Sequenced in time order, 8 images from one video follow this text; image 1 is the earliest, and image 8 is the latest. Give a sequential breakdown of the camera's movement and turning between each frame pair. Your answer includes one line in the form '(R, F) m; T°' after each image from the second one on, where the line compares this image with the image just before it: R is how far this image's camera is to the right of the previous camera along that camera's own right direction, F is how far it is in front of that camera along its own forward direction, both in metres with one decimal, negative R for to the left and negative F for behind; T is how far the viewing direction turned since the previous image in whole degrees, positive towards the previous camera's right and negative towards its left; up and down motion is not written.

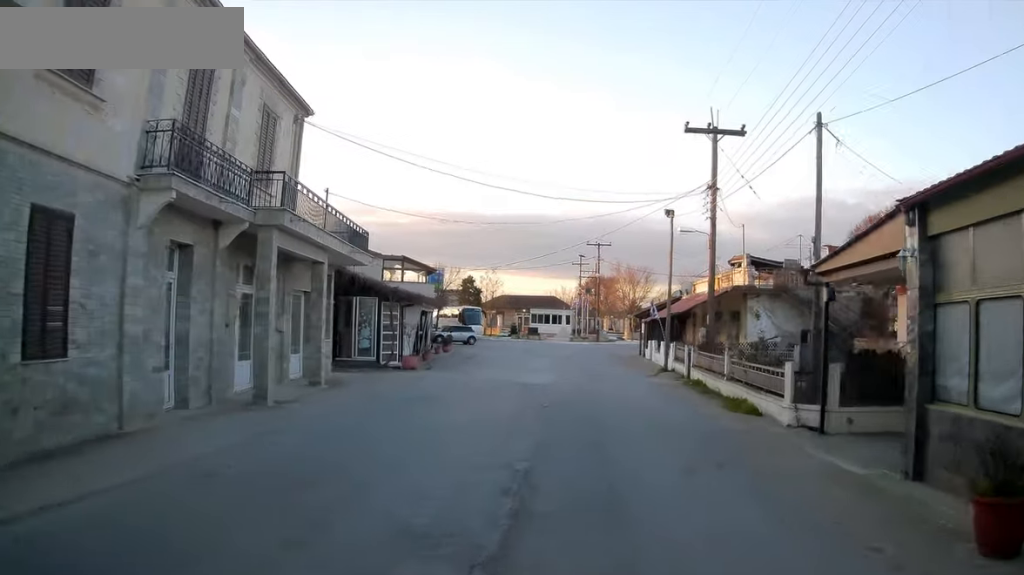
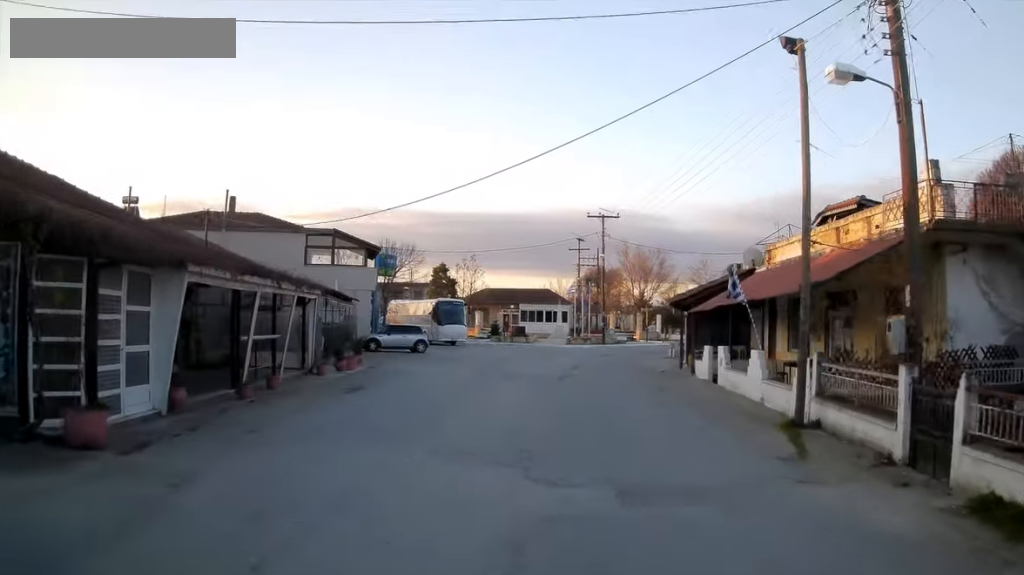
(+0.1, +17.1) m; +1°
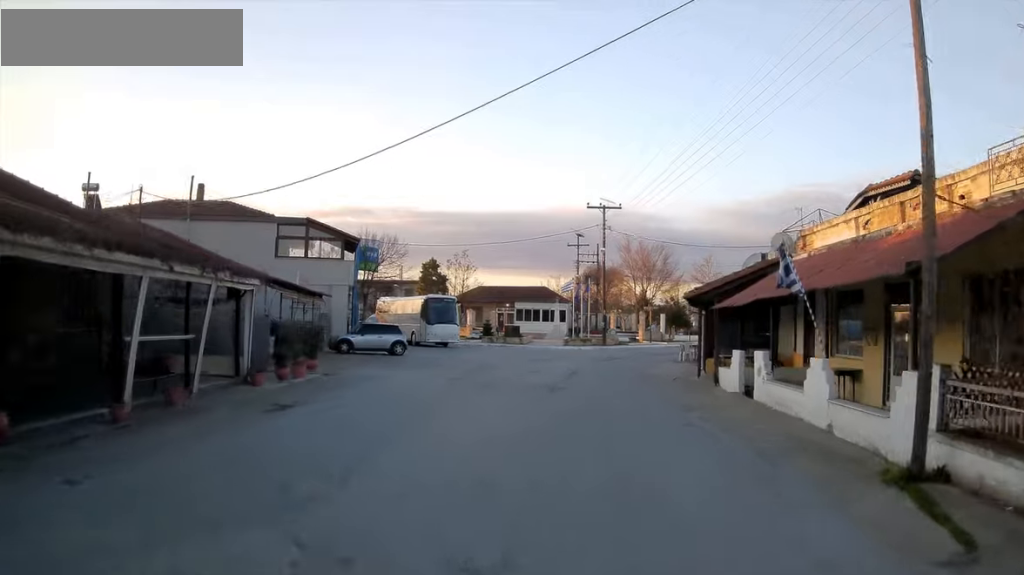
(0.0, +4.1) m; 0°
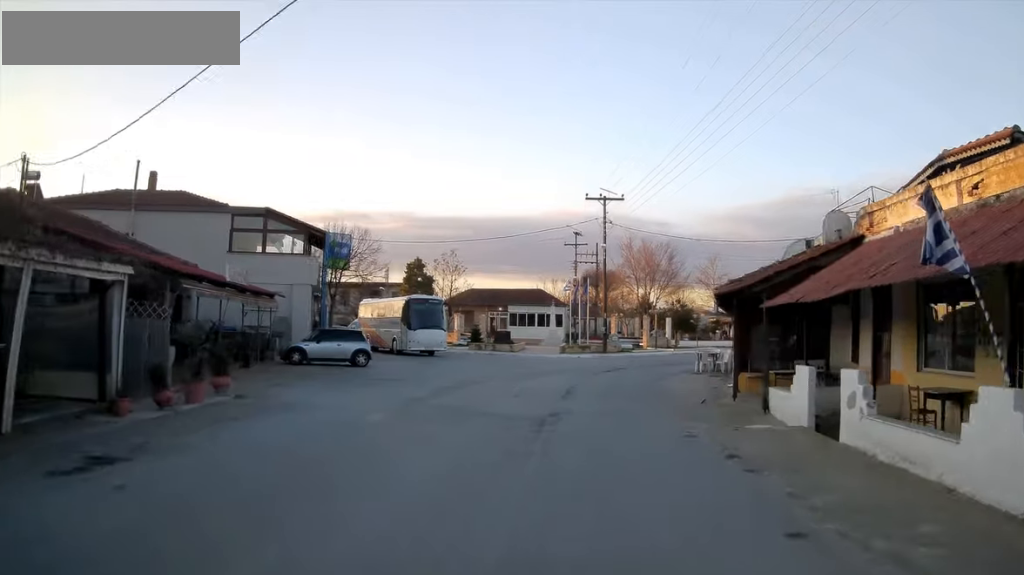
(-0.1, +5.2) m; +1°
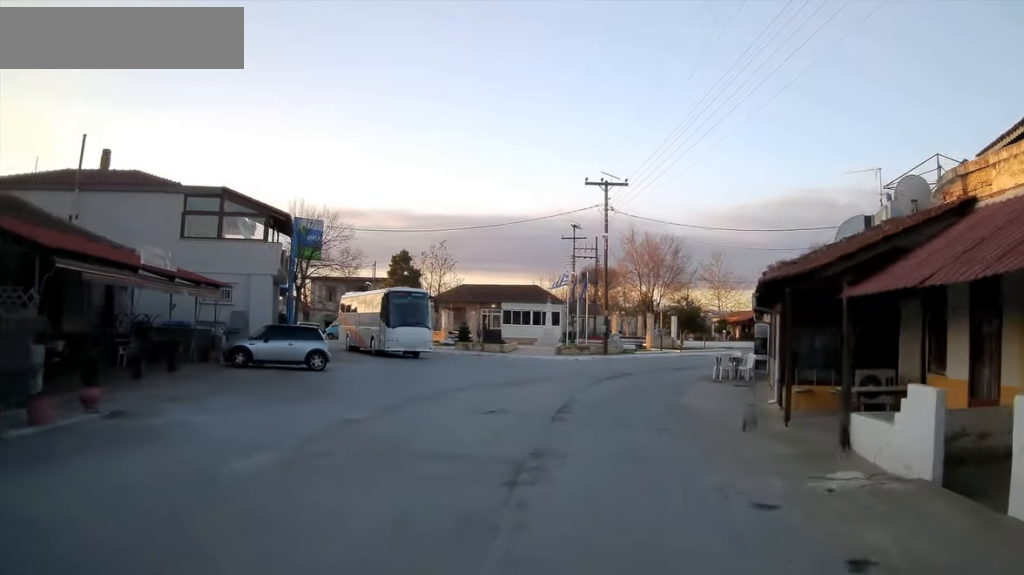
(+0.1, +4.3) m; 0°
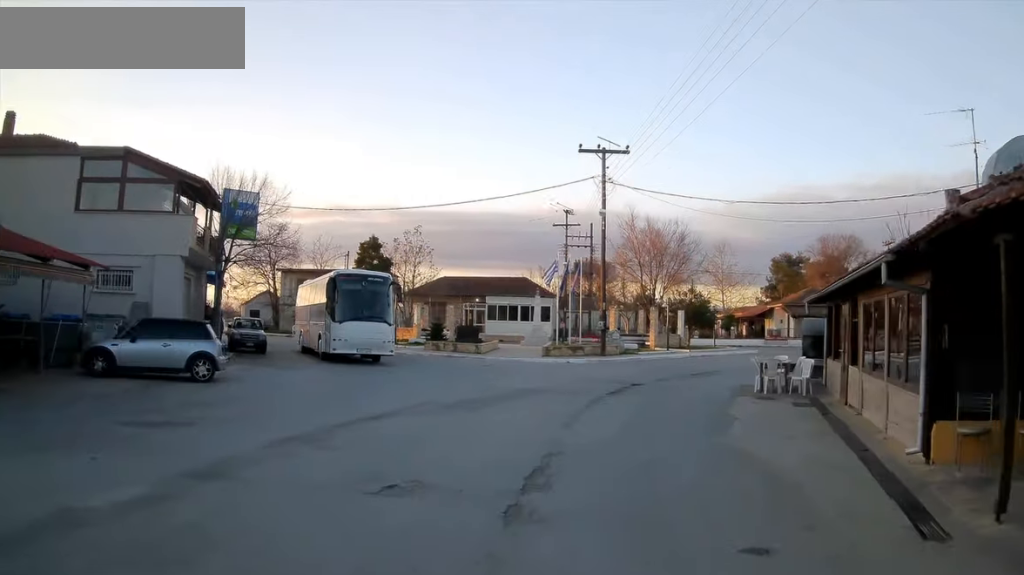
(+0.1, +6.7) m; 0°
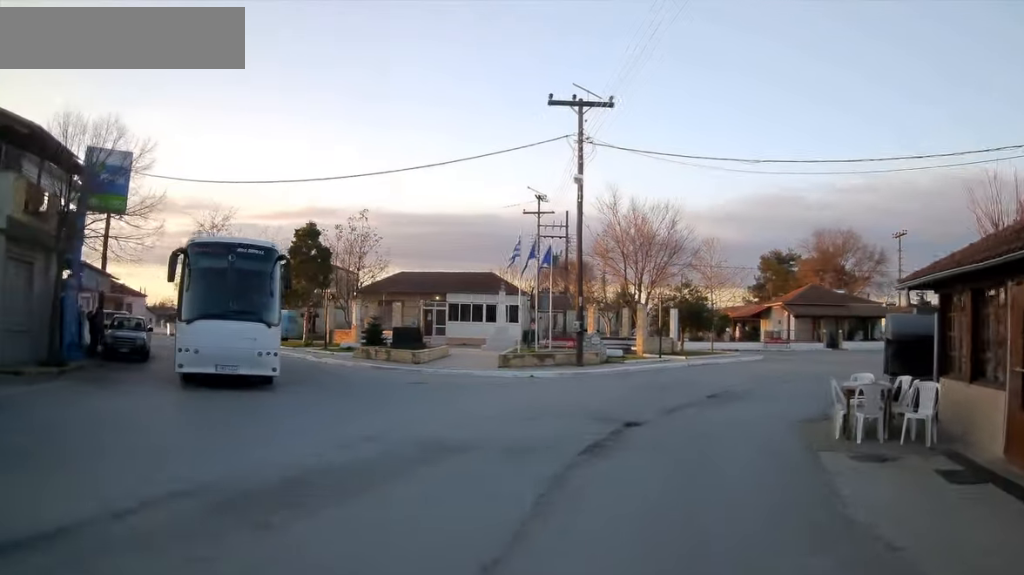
(-0.2, +7.6) m; 0°
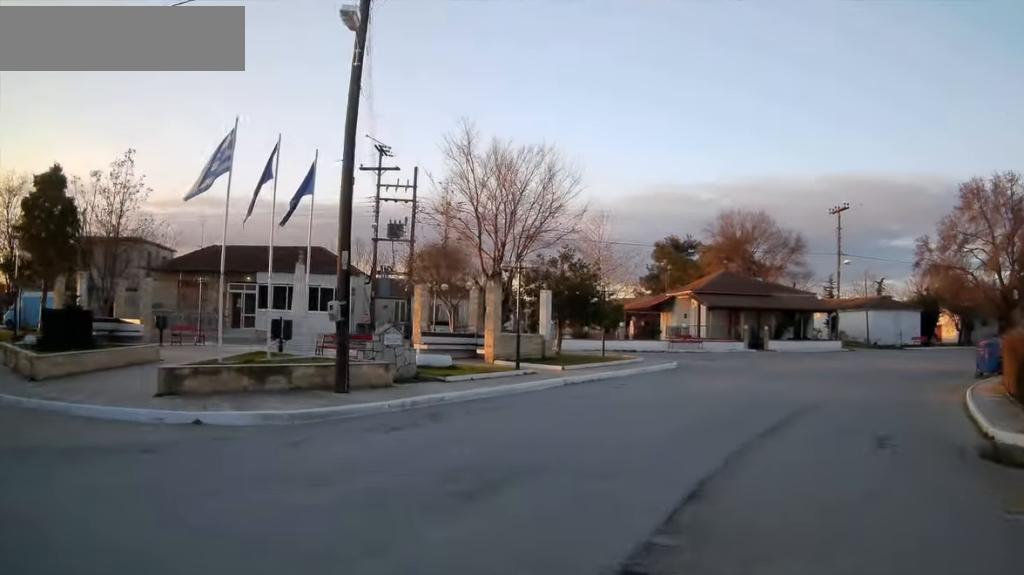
(+0.6, +14.0) m; +8°
